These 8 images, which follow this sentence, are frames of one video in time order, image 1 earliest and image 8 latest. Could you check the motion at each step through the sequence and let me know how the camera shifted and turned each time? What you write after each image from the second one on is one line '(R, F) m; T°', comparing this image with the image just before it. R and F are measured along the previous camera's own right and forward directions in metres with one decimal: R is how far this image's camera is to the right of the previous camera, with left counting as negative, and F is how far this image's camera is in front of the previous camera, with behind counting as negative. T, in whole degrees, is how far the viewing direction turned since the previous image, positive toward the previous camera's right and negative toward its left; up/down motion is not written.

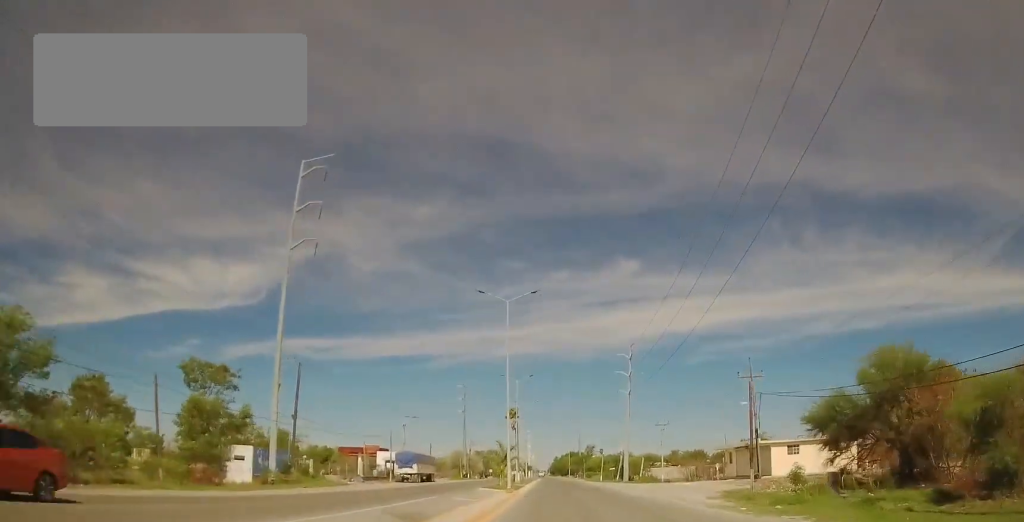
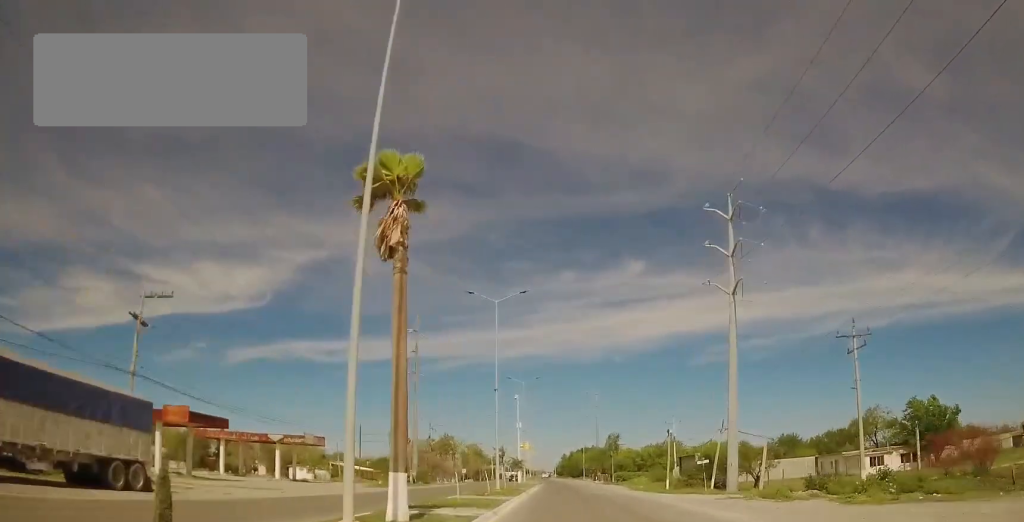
(-0.4, +66.3) m; 0°
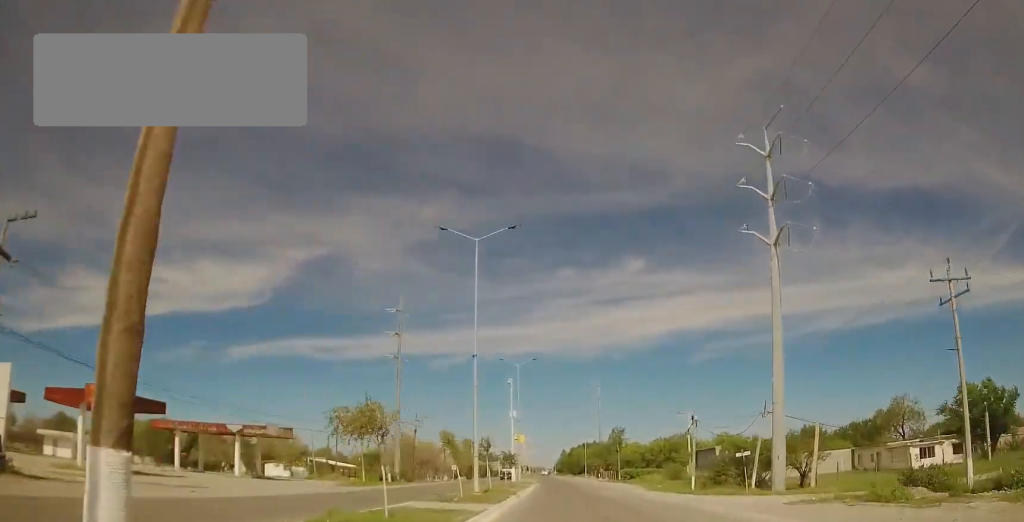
(-0.1, +11.0) m; -1°
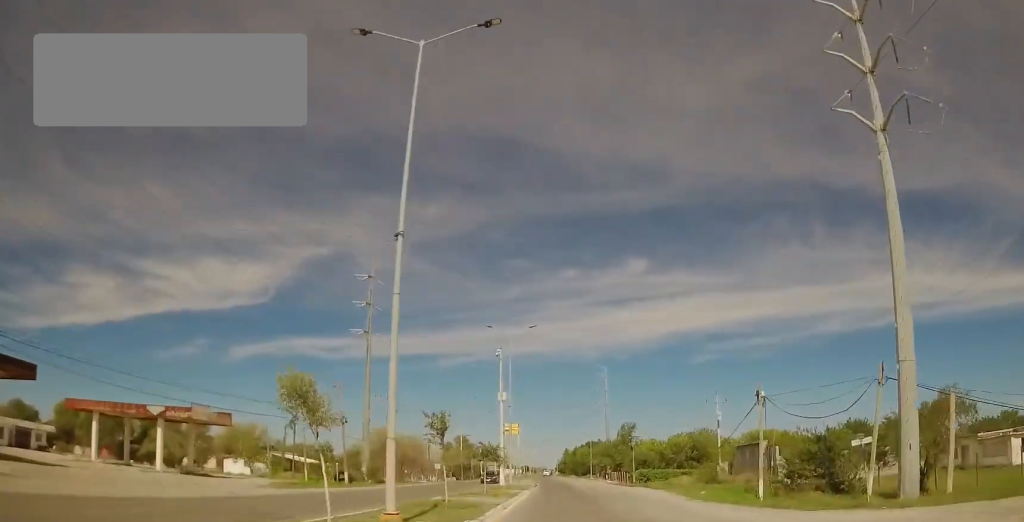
(-0.2, +15.8) m; -1°
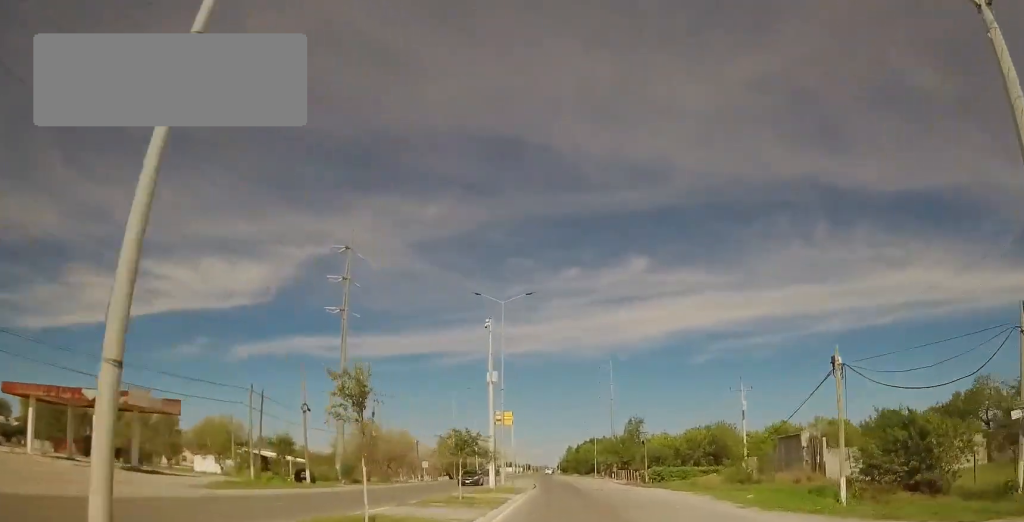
(0.0, +9.5) m; 0°
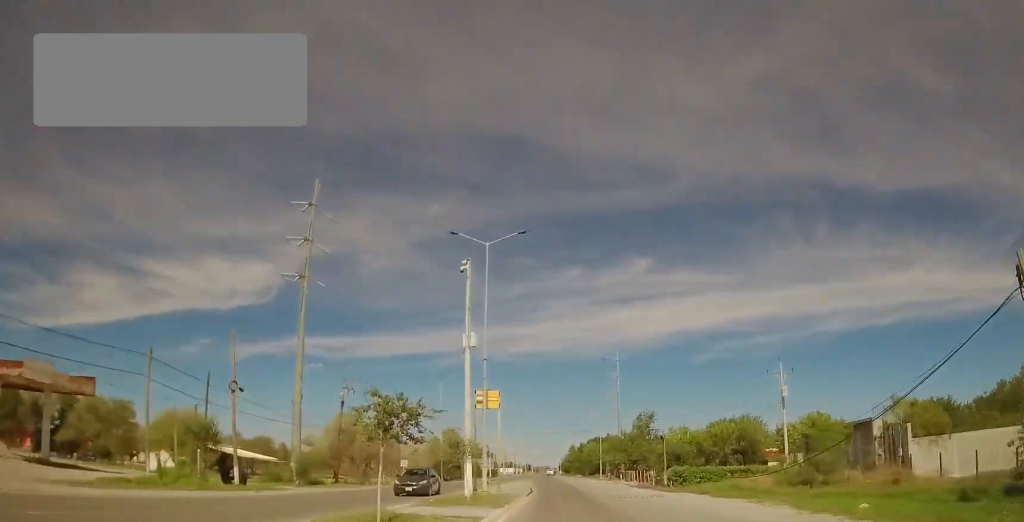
(0.0, +11.5) m; 0°
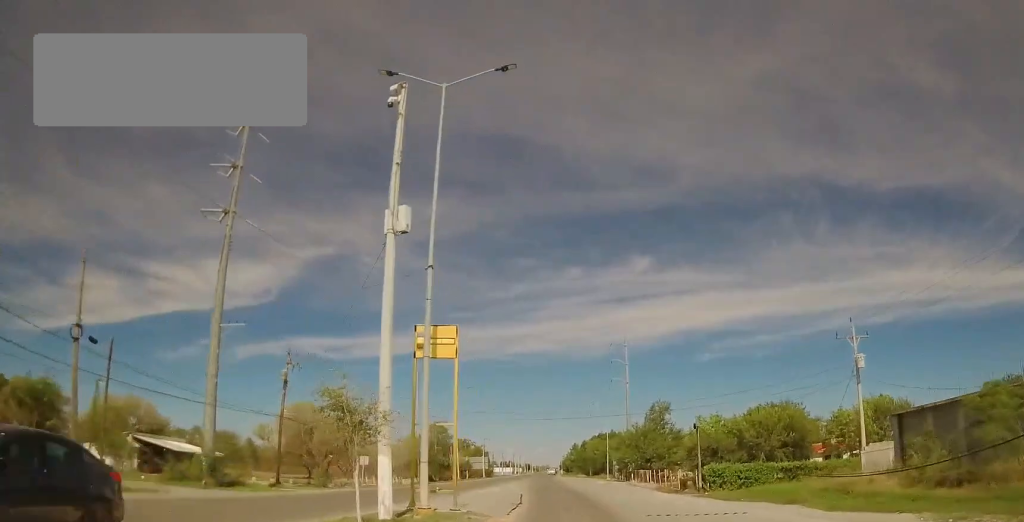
(0.0, +14.0) m; 0°
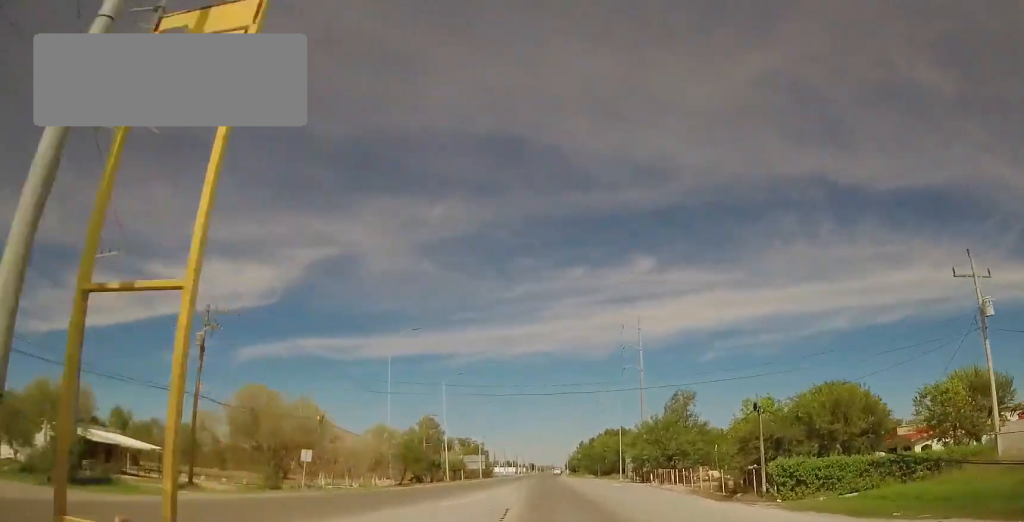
(0.0, +13.4) m; -1°
